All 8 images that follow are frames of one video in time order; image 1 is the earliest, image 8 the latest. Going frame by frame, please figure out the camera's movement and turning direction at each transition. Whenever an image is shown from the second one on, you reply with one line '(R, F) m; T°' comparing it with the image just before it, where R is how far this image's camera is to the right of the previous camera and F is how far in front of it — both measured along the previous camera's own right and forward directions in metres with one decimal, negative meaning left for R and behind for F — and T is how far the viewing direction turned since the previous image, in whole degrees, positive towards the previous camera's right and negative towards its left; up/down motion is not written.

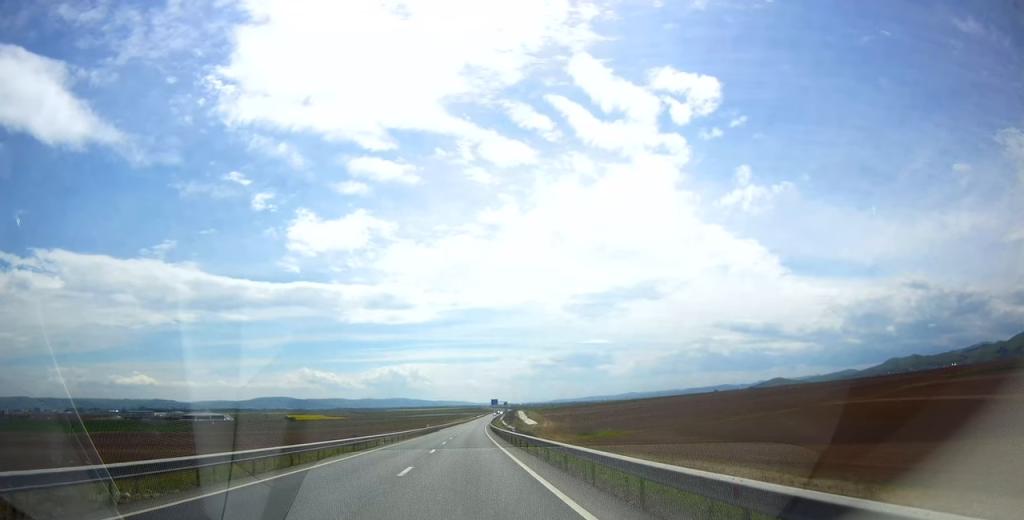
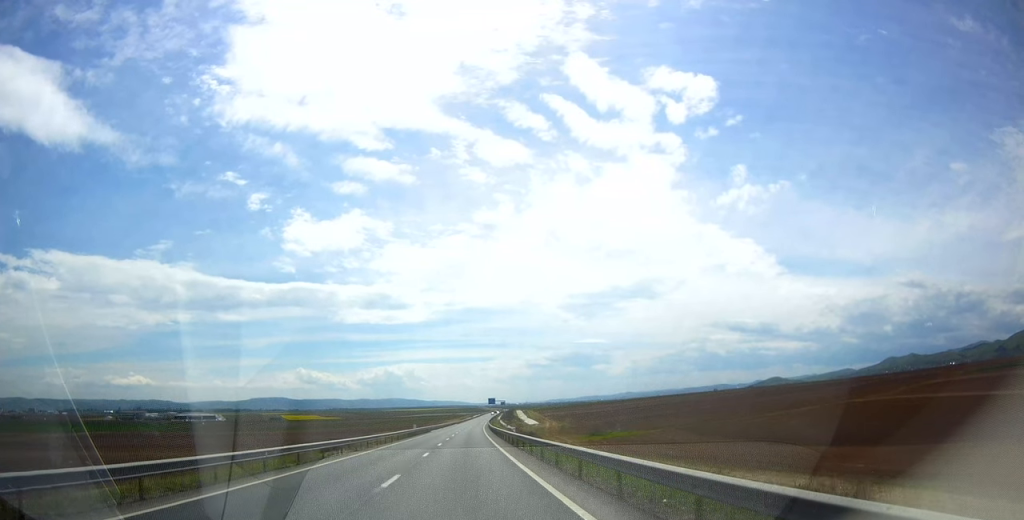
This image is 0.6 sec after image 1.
(+0.1, +14.9) m; +1°
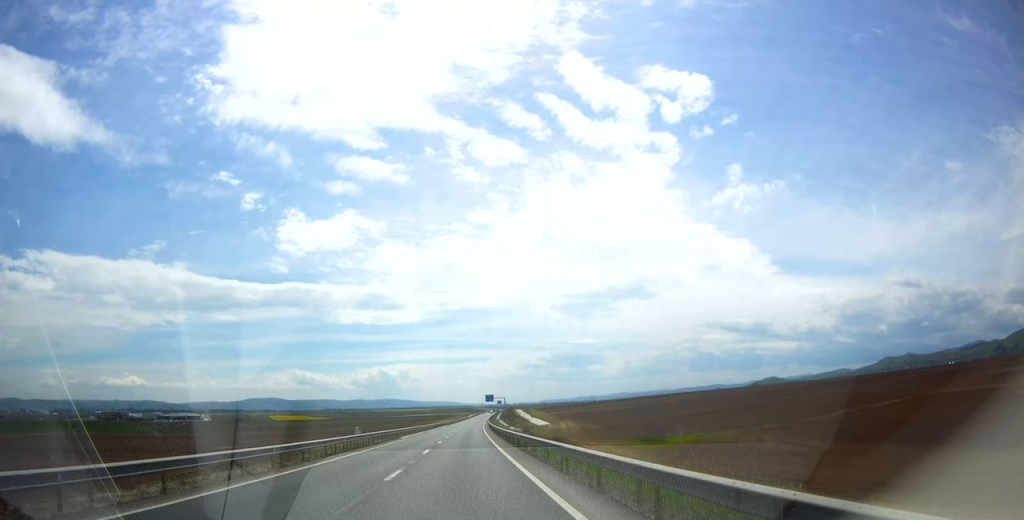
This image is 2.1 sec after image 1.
(+0.3, +33.7) m; 0°
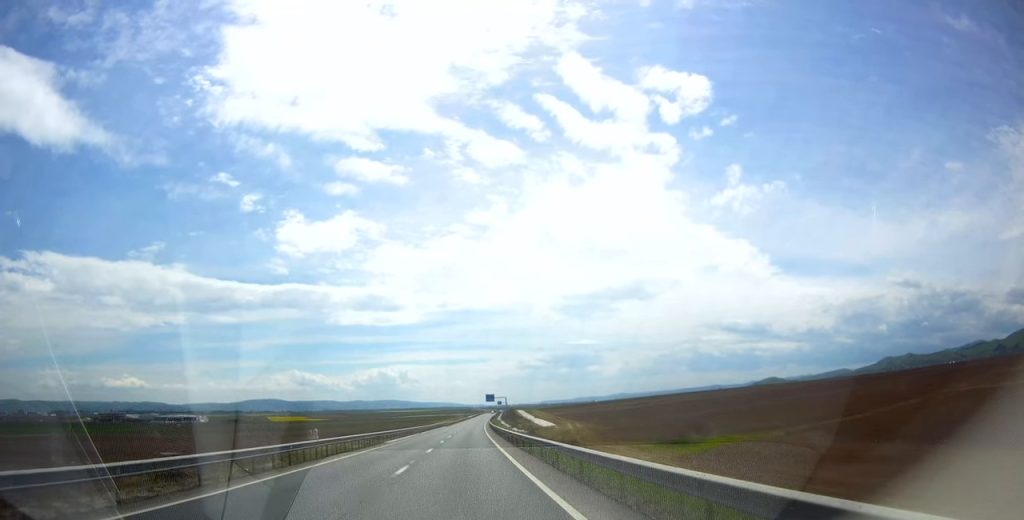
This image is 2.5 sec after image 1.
(-0.2, +10.3) m; 0°
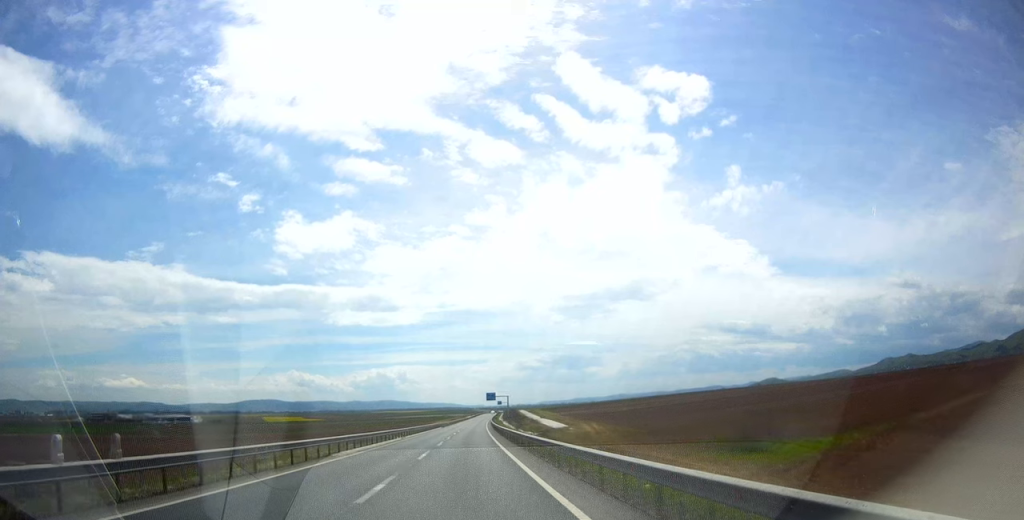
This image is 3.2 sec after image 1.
(0.0, +16.0) m; 0°
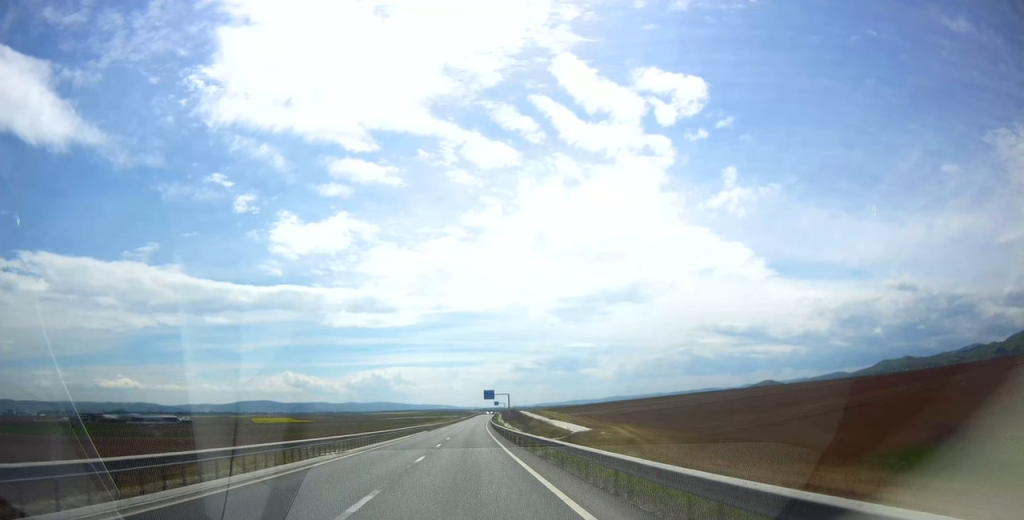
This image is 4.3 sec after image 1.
(+0.2, +25.6) m; +1°
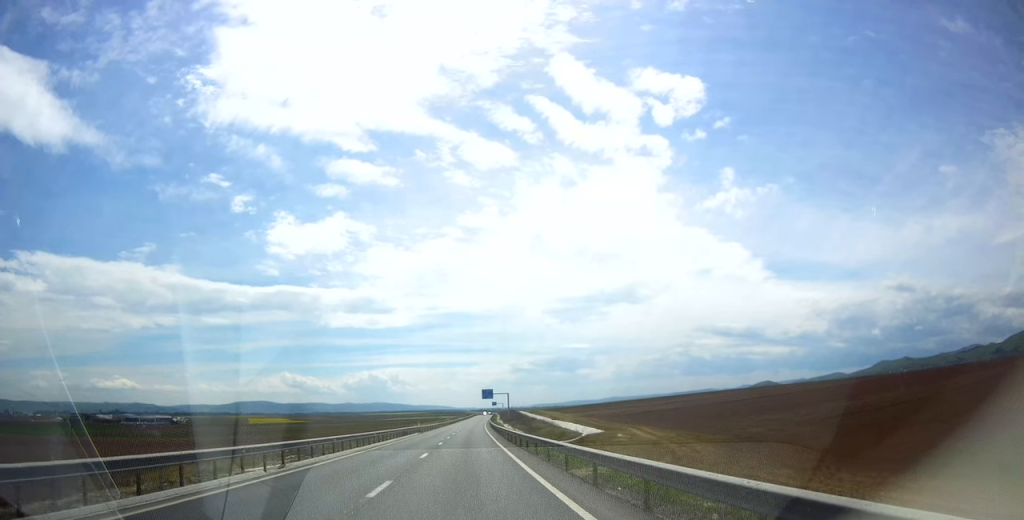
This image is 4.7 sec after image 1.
(-0.1, +9.5) m; 0°
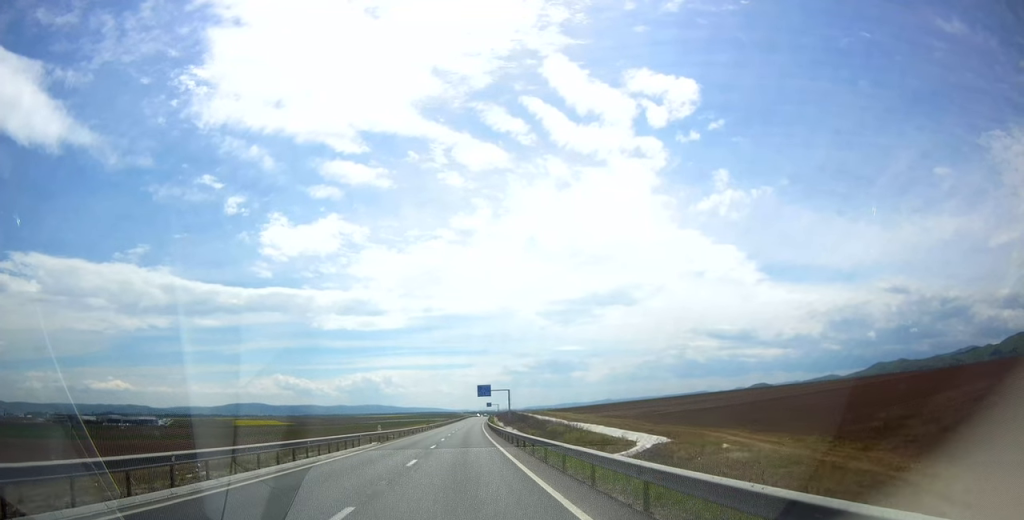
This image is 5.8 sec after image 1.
(+0.3, +27.8) m; 0°
